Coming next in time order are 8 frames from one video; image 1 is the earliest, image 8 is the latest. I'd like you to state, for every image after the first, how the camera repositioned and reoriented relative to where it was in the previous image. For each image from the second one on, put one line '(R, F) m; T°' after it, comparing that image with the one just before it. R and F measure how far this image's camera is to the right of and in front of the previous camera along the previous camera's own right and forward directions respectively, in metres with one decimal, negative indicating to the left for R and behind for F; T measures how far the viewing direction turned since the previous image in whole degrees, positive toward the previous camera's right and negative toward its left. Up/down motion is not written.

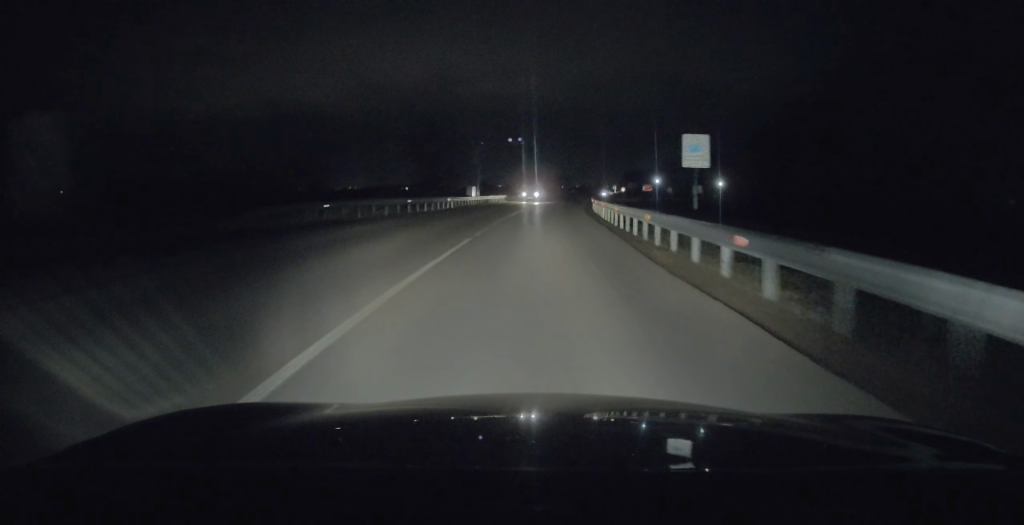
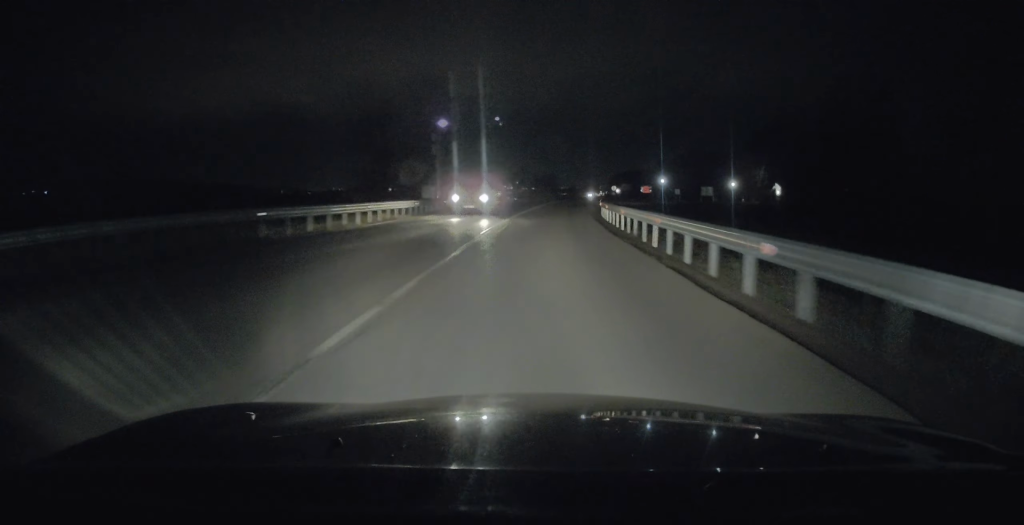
(+0.2, +17.0) m; +2°
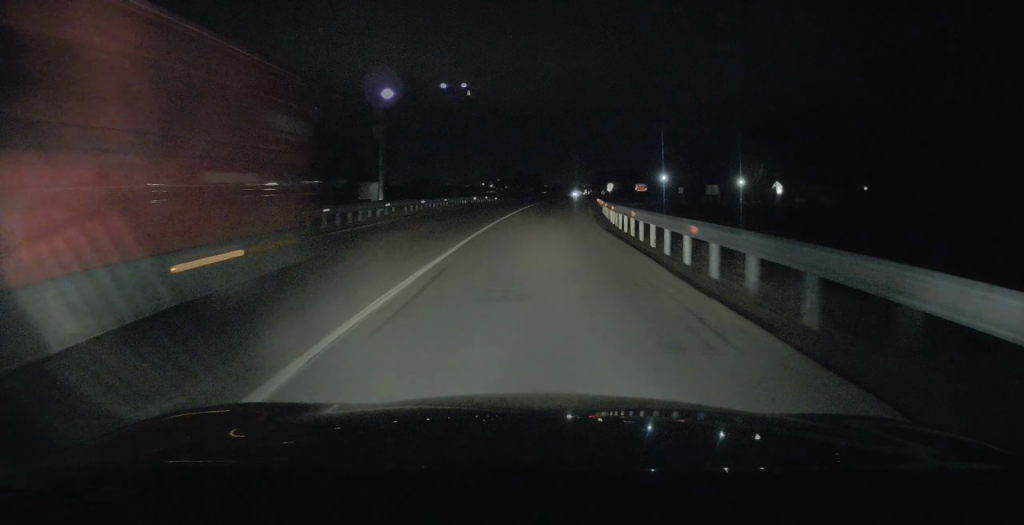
(+0.1, +12.3) m; +1°
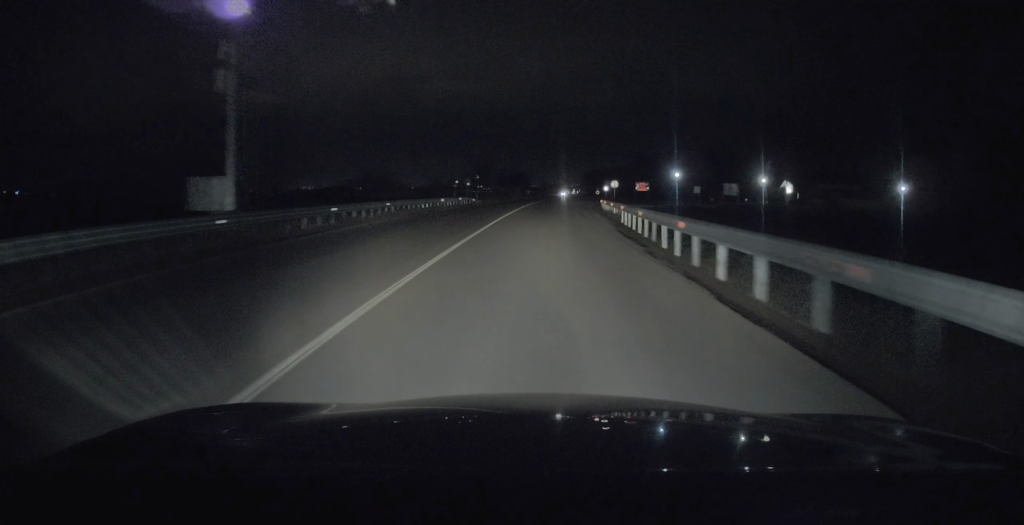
(+0.2, +14.4) m; +1°
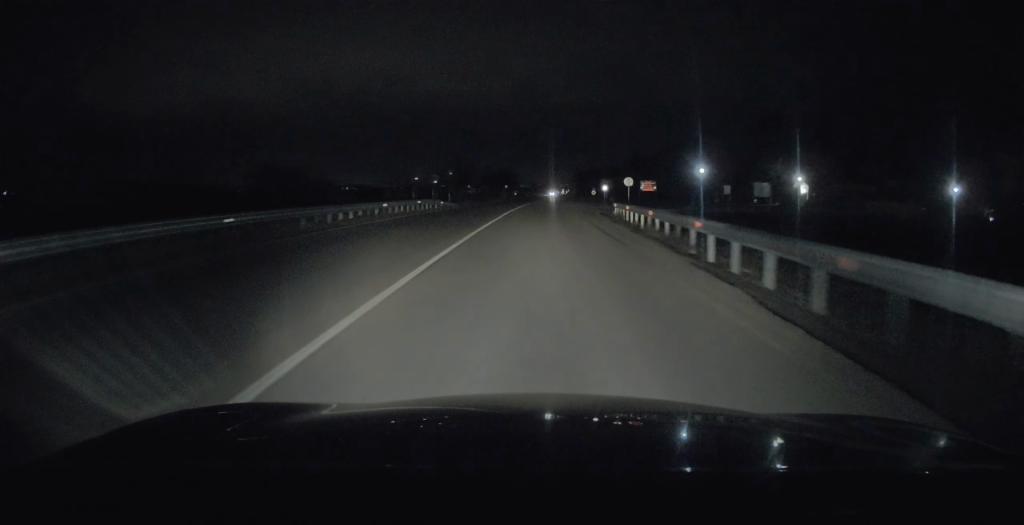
(+0.2, +15.0) m; +1°
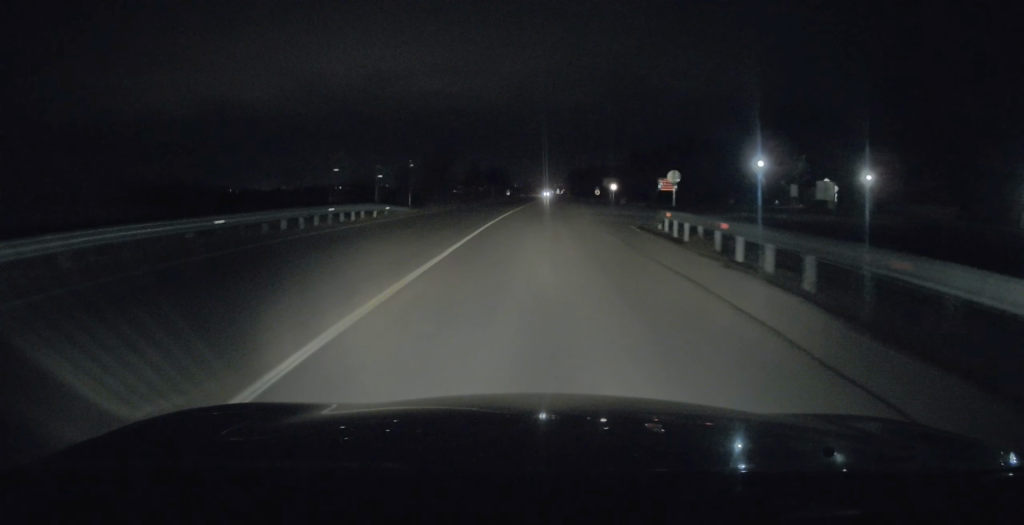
(0.0, +16.1) m; +1°
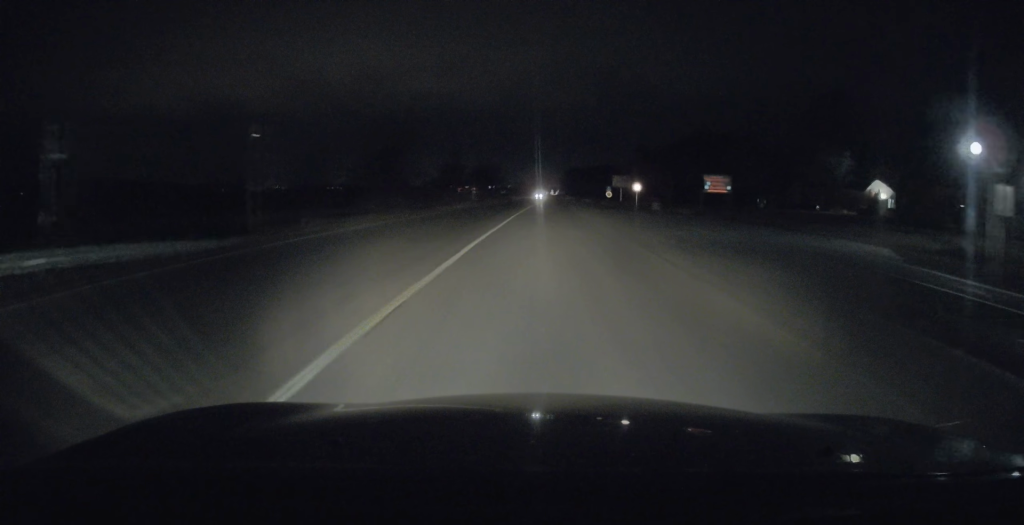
(+0.2, +22.2) m; +1°
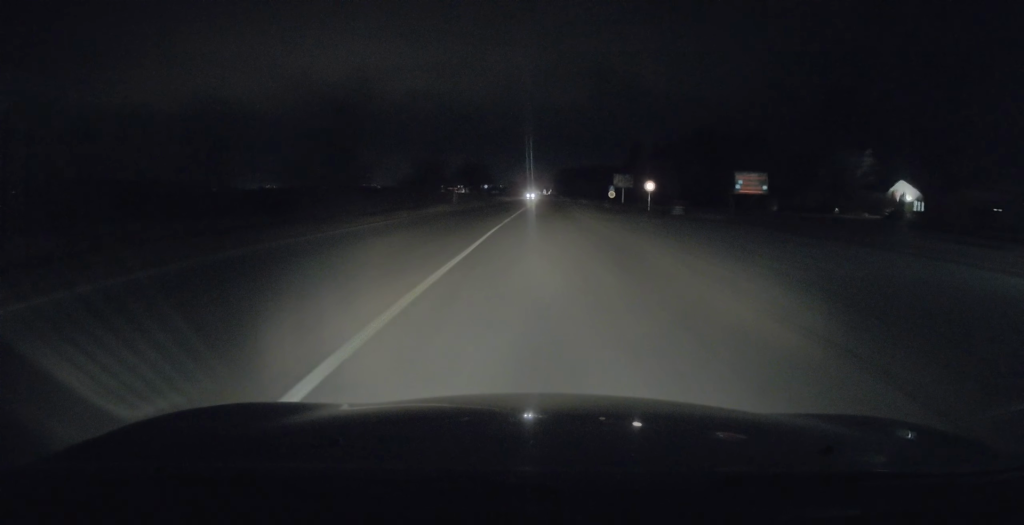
(-0.1, +9.9) m; 0°
